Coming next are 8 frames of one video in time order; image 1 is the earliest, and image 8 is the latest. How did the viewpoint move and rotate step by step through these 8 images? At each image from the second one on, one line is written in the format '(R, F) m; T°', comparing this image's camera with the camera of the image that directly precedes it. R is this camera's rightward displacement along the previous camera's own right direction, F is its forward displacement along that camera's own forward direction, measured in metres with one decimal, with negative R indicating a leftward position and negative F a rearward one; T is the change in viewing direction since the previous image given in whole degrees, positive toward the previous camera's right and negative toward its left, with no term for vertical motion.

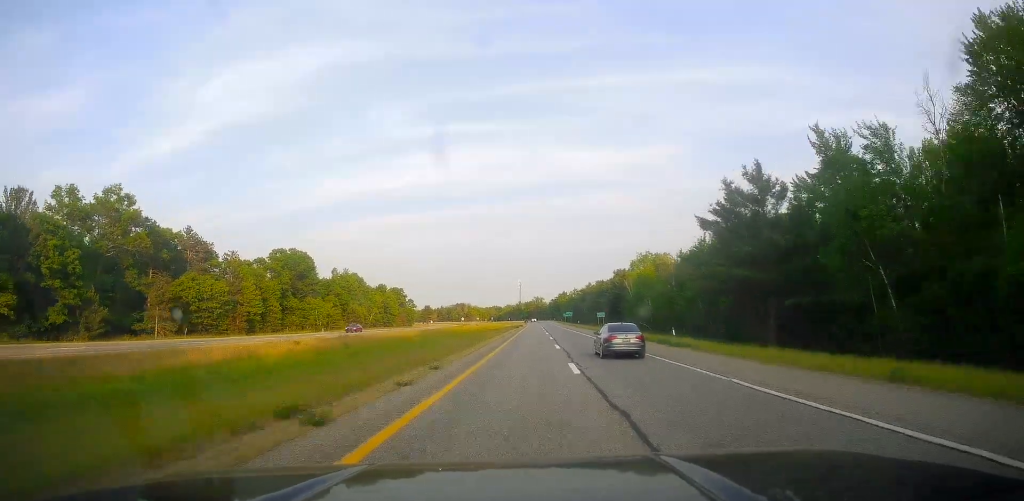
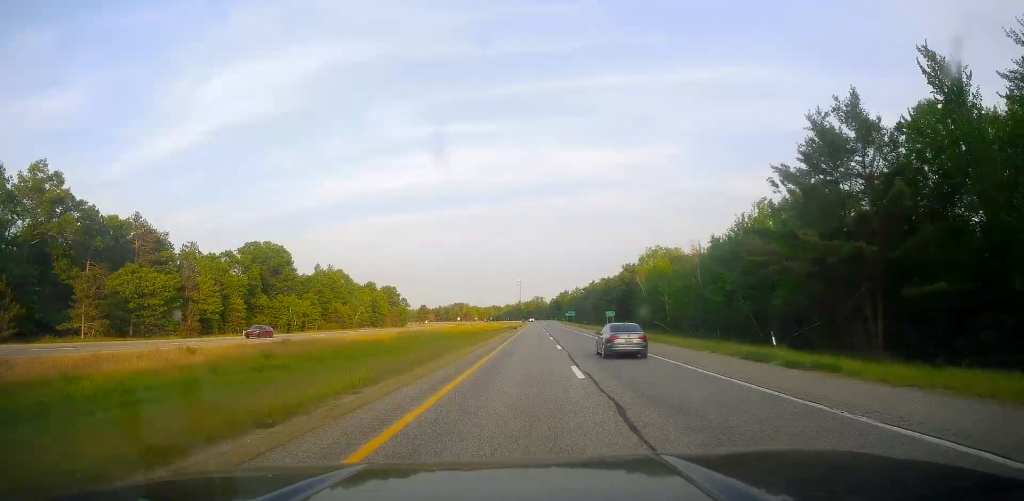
(0.0, +16.9) m; 0°
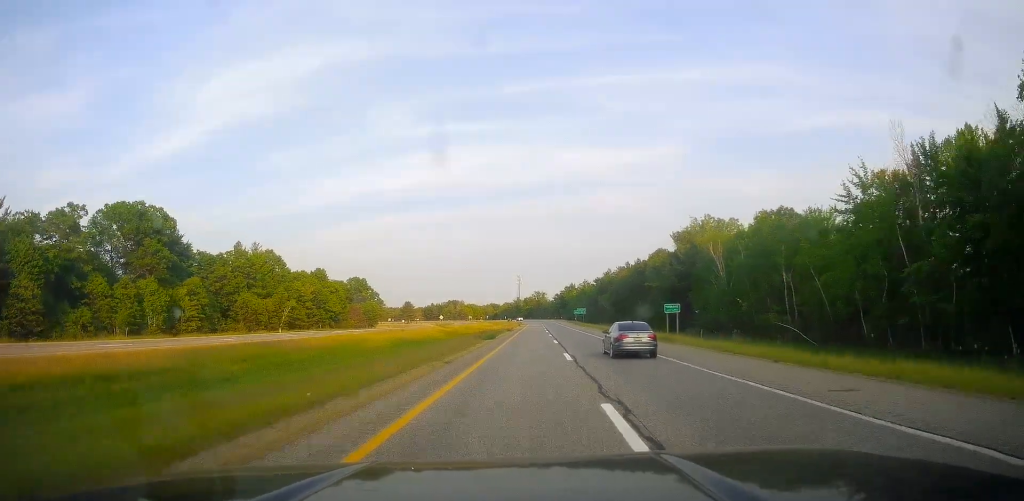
(0.0, +55.4) m; 0°
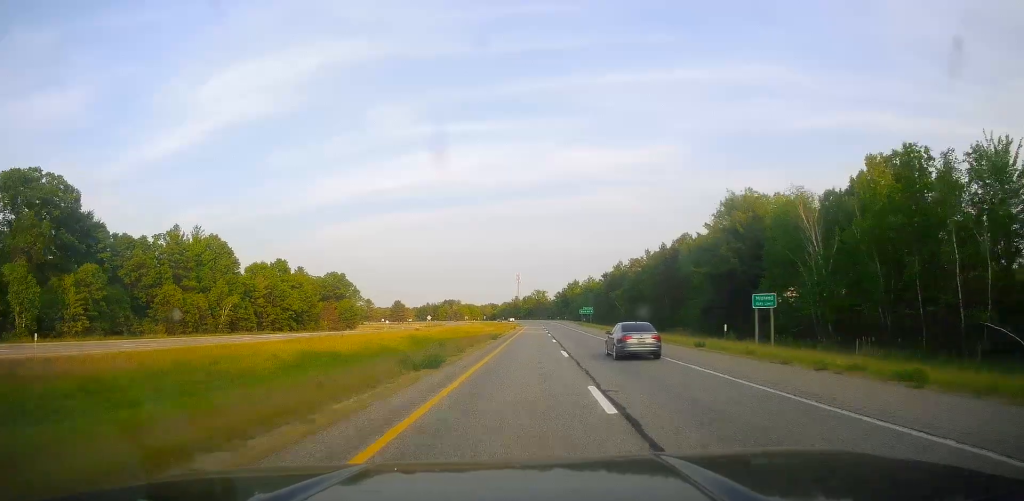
(0.0, +27.6) m; 0°
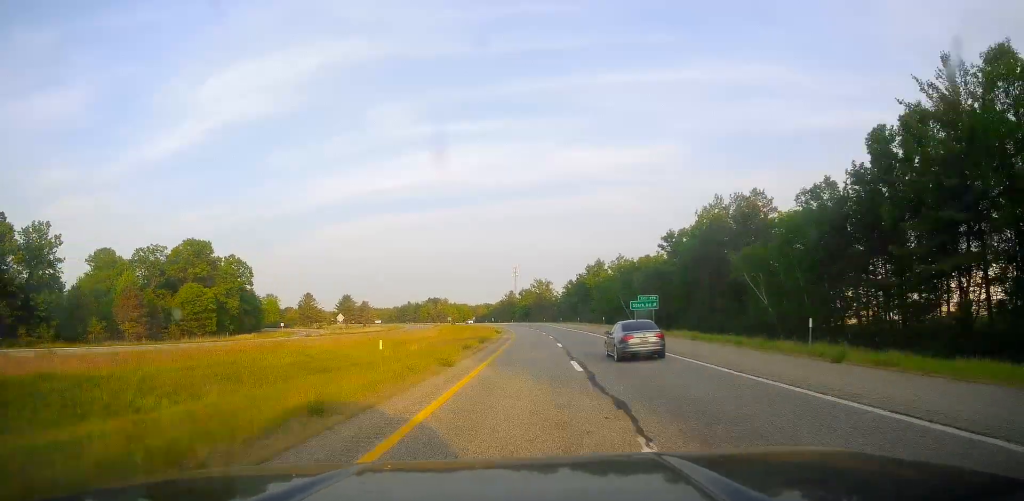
(0.0, +98.1) m; 0°
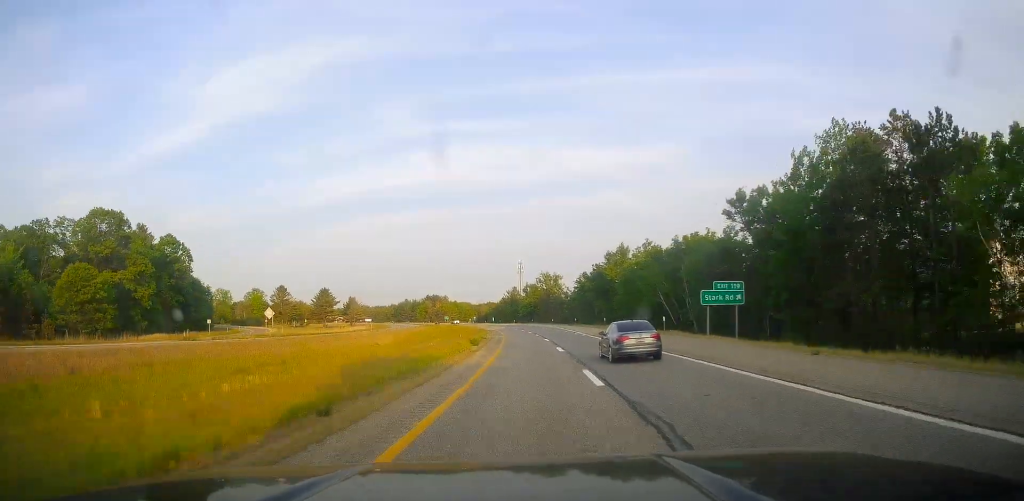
(+0.2, +34.8) m; -1°
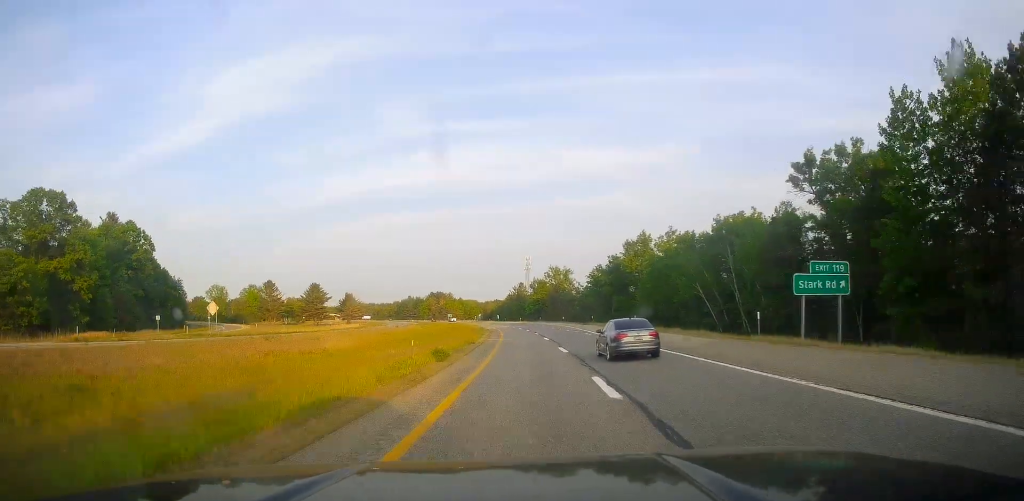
(-0.3, +18.0) m; -1°
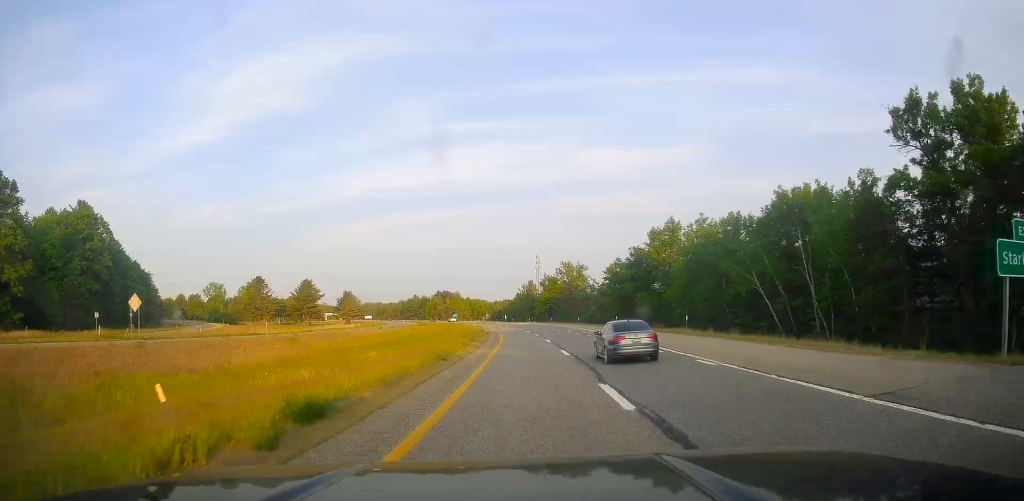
(-0.1, +16.8) m; -1°
